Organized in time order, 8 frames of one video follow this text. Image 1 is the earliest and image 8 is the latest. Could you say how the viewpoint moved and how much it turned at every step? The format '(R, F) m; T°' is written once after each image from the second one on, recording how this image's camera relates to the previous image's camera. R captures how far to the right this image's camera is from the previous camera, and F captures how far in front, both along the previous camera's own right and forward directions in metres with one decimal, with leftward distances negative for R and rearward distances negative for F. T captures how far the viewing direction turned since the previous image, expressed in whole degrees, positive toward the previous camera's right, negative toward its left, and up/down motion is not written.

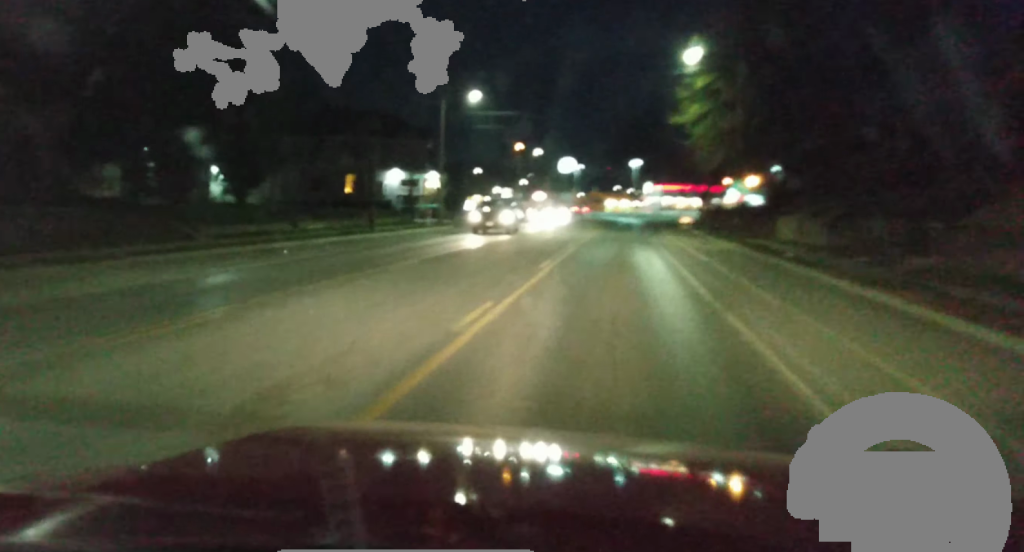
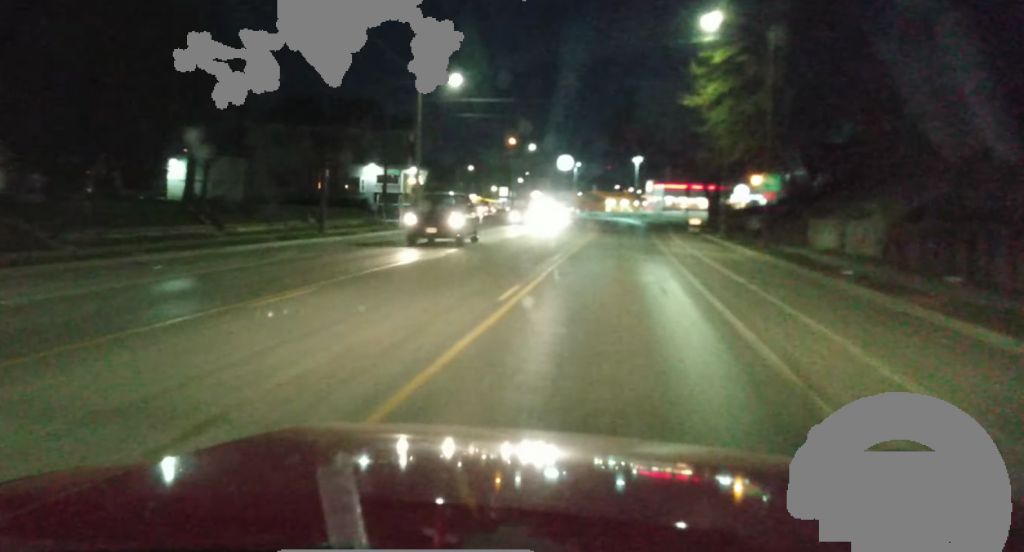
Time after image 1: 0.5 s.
(0.0, +8.3) m; 0°
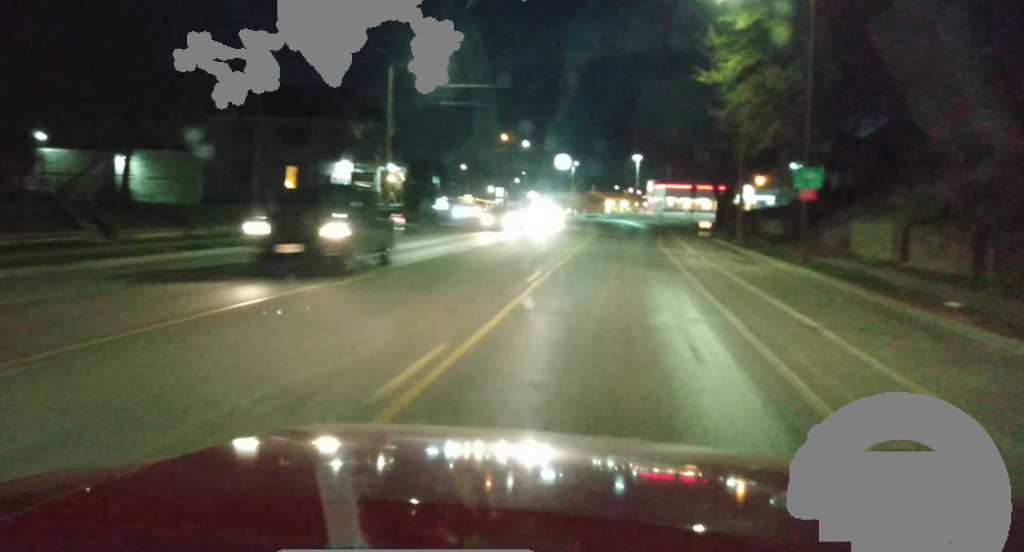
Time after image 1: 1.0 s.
(0.0, +7.8) m; 0°
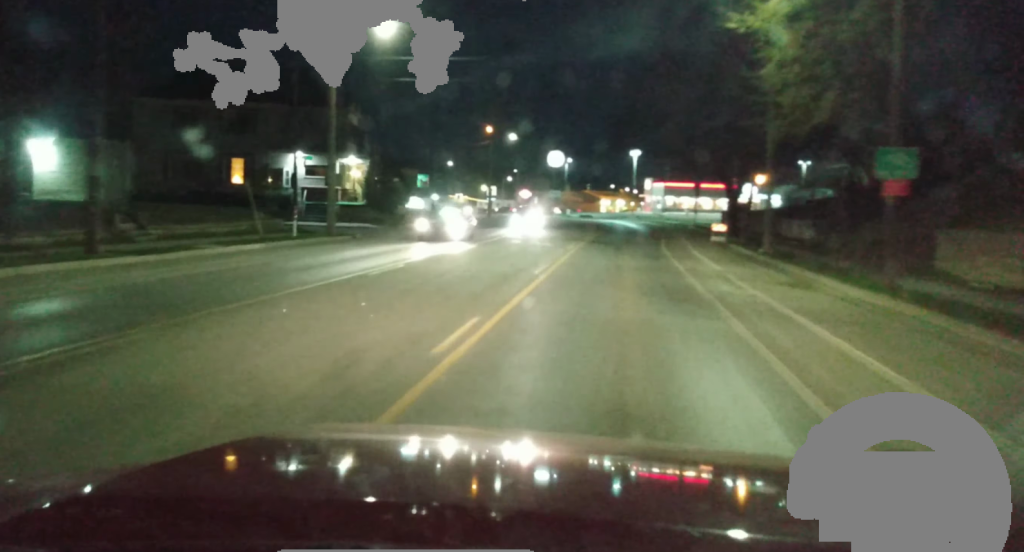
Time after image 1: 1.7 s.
(0.0, +9.8) m; 0°
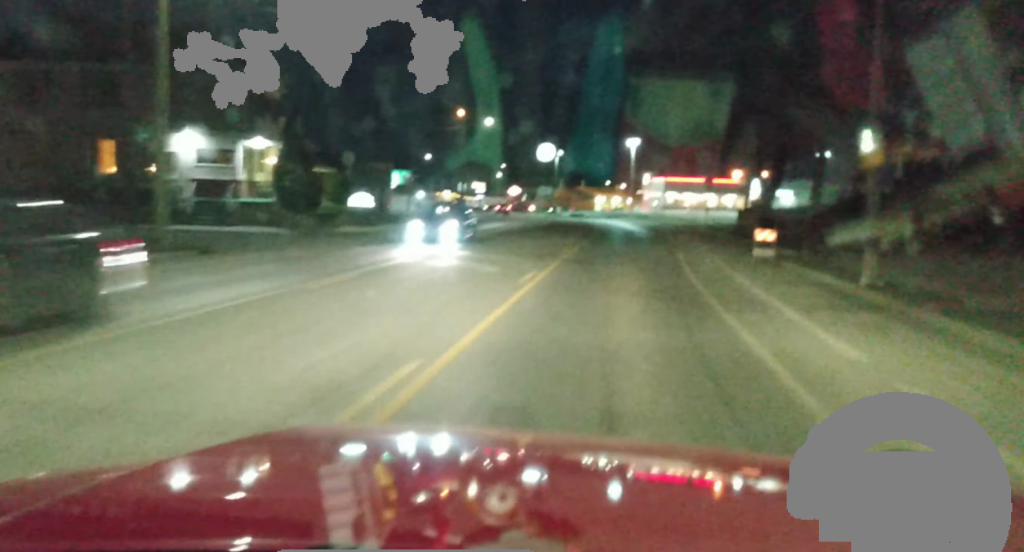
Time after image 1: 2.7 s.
(0.0, +16.0) m; 0°
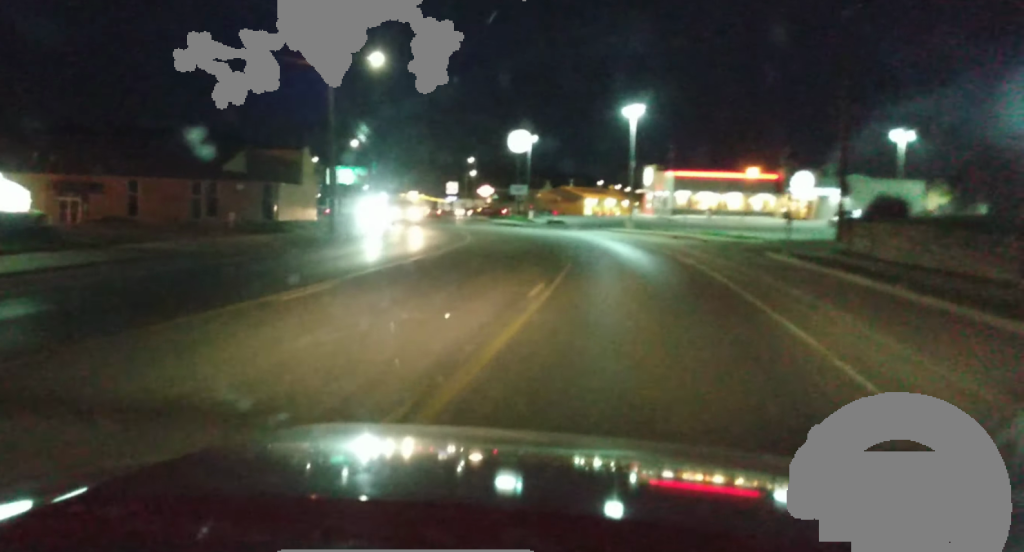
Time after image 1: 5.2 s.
(0.0, +38.3) m; 0°
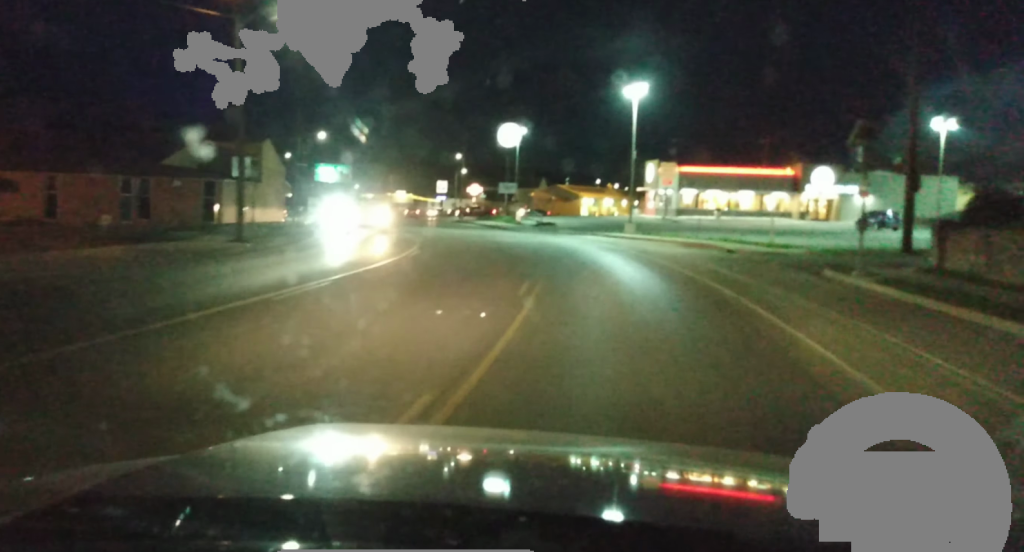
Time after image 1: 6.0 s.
(0.0, +11.6) m; 0°
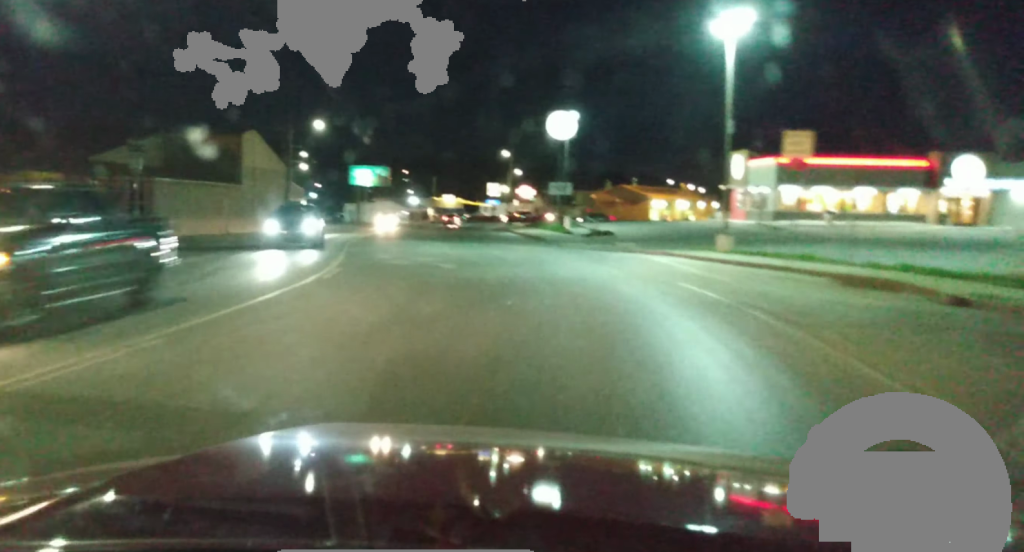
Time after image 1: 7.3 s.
(0.0, +20.0) m; 0°
